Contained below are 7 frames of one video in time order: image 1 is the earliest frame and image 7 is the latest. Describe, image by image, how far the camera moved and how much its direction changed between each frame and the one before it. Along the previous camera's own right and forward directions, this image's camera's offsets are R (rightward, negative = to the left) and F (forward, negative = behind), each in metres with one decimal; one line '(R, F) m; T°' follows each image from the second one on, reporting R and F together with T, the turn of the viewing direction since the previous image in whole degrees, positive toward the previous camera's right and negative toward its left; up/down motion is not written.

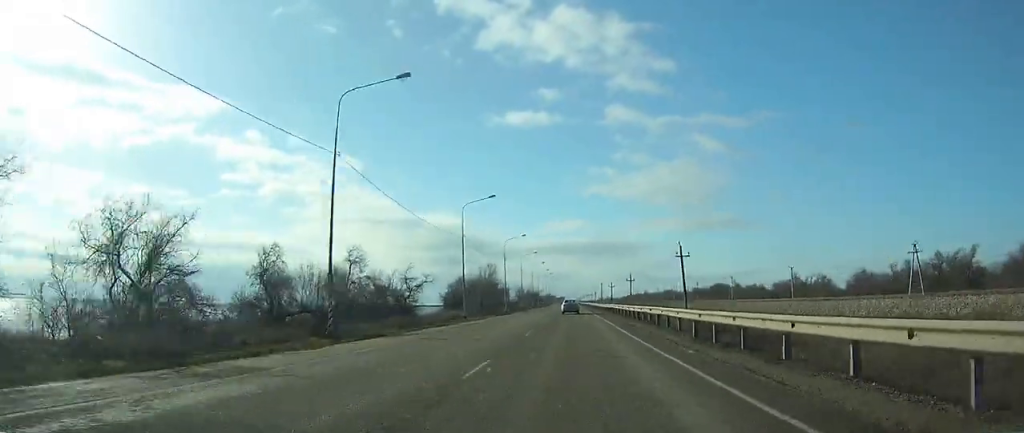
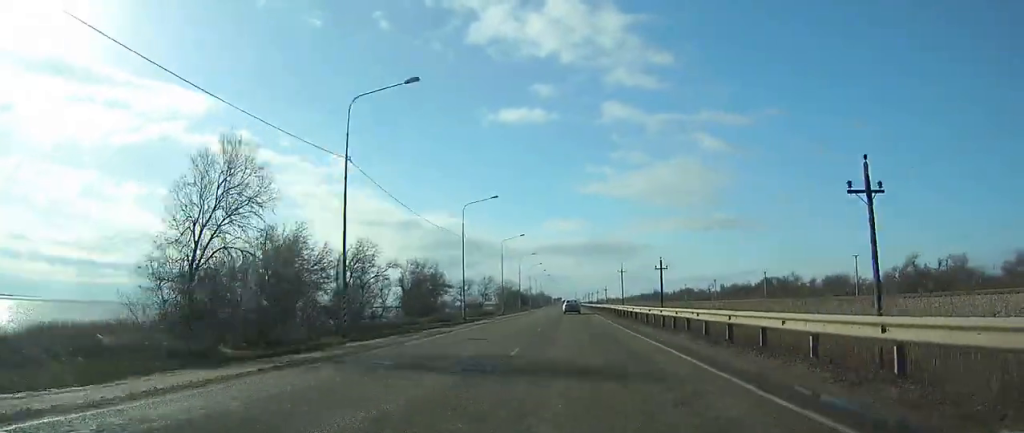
(0.0, +66.5) m; 0°
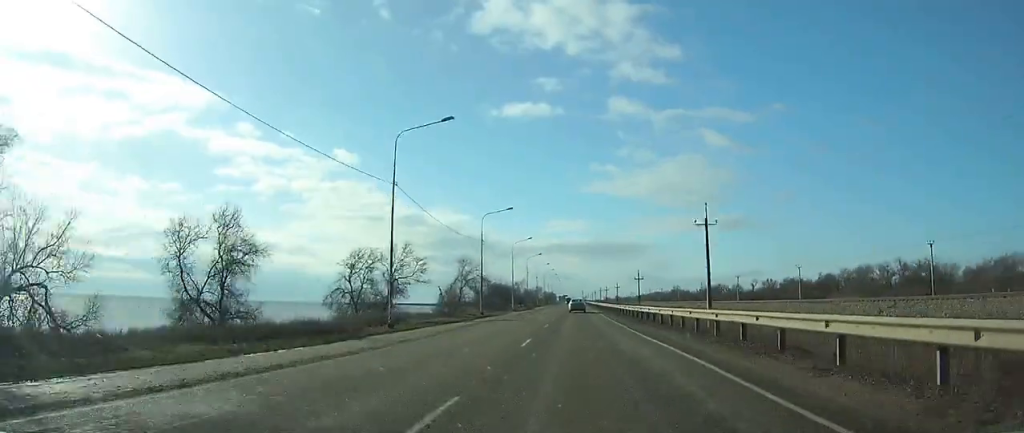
(0.0, +57.8) m; 0°
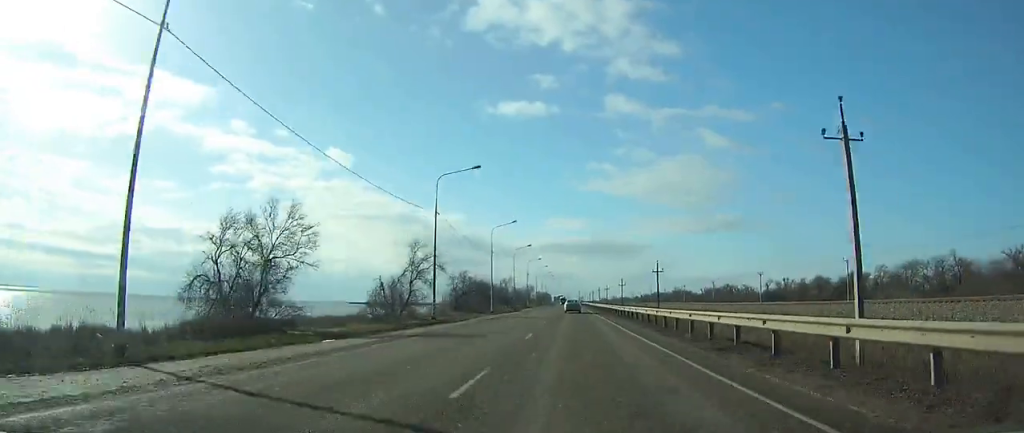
(0.0, +20.9) m; 0°
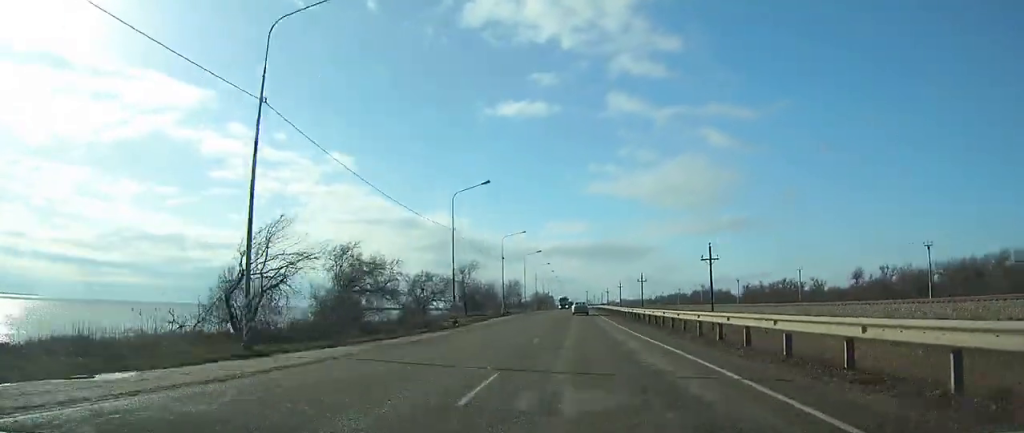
(+0.1, +59.7) m; 0°
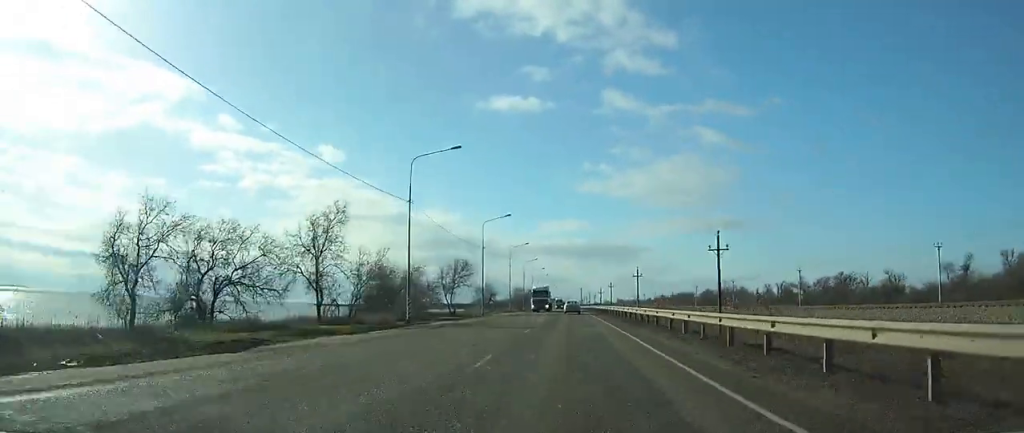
(+0.1, +44.8) m; 0°
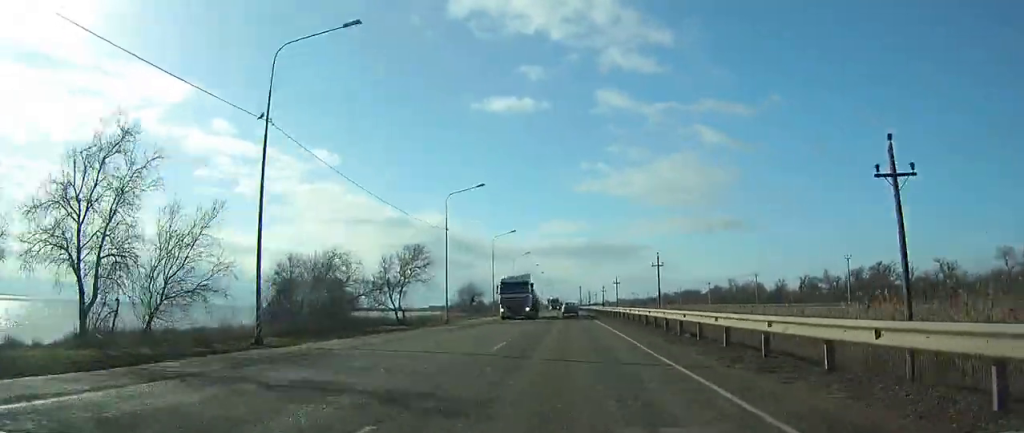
(0.0, +19.4) m; 0°
